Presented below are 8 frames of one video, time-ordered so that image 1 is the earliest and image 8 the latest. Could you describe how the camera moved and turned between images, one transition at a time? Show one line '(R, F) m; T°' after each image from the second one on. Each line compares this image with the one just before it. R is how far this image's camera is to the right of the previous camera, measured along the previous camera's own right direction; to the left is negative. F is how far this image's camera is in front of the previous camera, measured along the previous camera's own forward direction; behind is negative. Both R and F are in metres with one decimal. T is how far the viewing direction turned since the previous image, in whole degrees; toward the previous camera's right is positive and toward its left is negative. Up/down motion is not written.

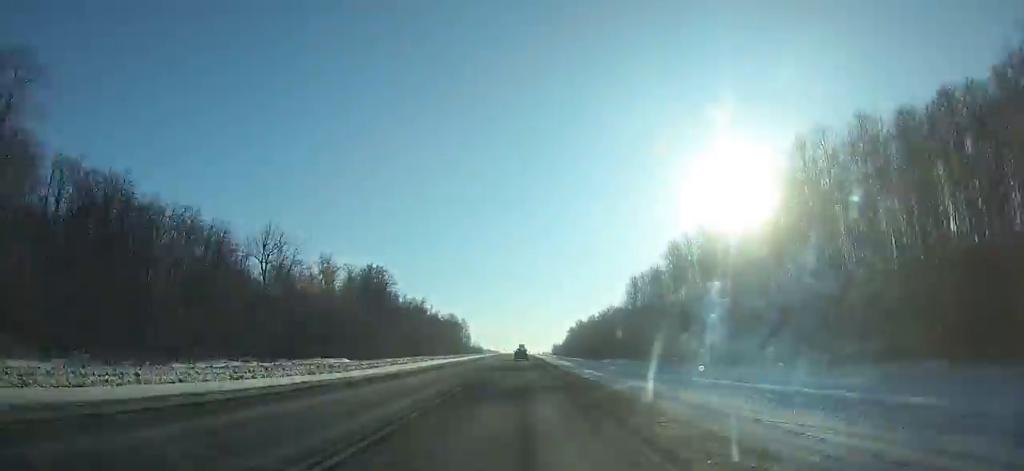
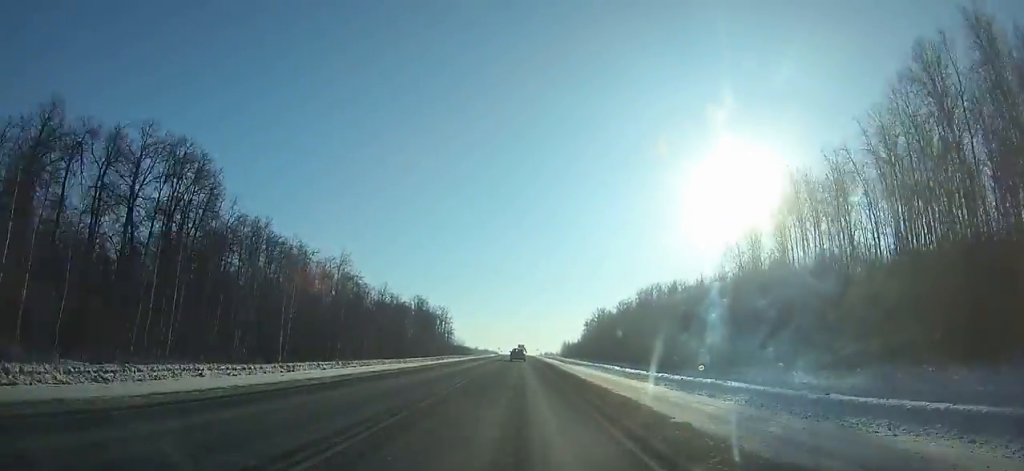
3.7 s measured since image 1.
(-0.1, +88.6) m; 0°
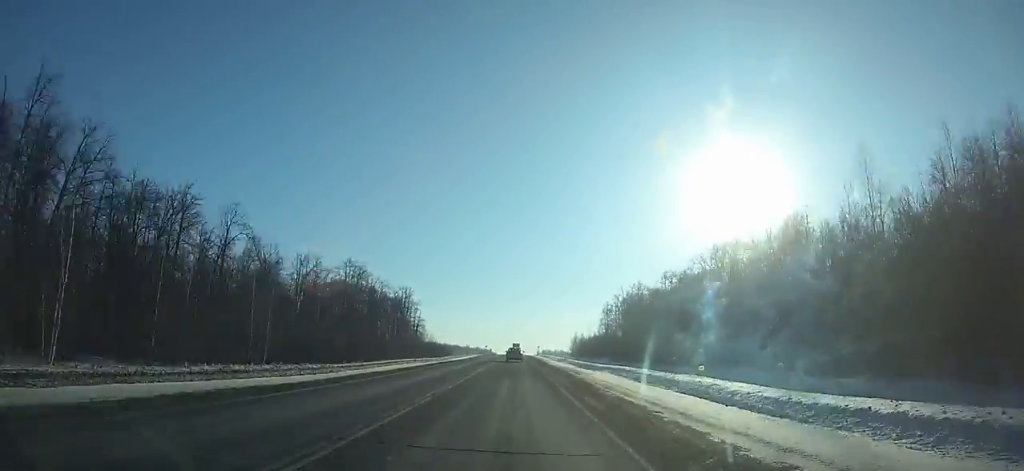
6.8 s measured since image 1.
(+0.2, +73.8) m; 0°
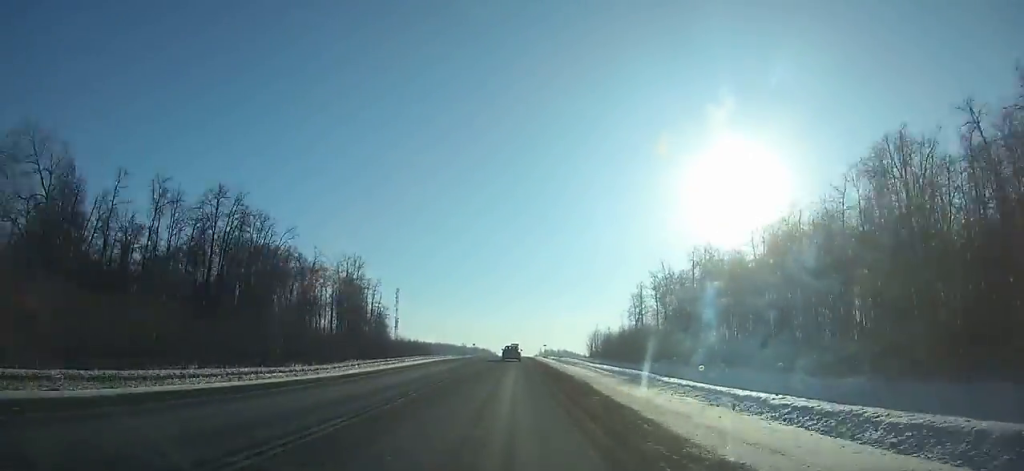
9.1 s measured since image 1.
(-0.1, +54.4) m; 0°
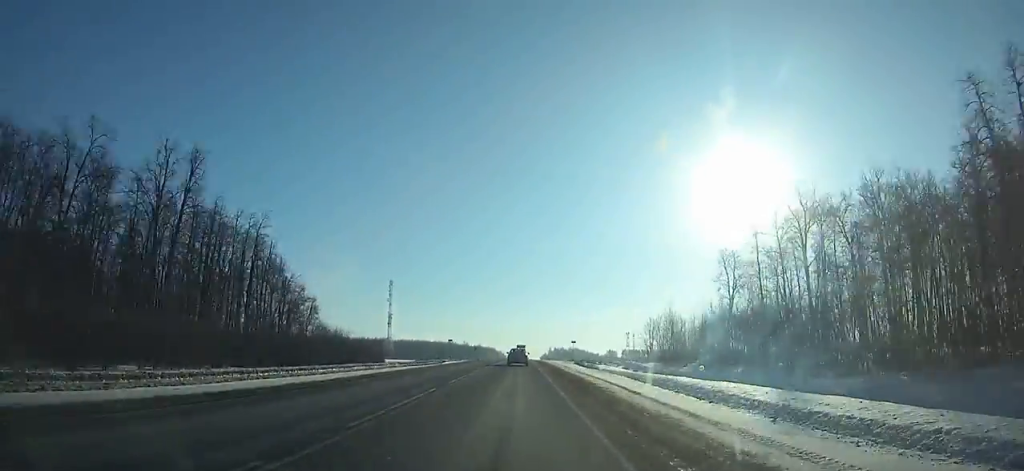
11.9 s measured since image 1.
(-0.2, +65.5) m; 0°
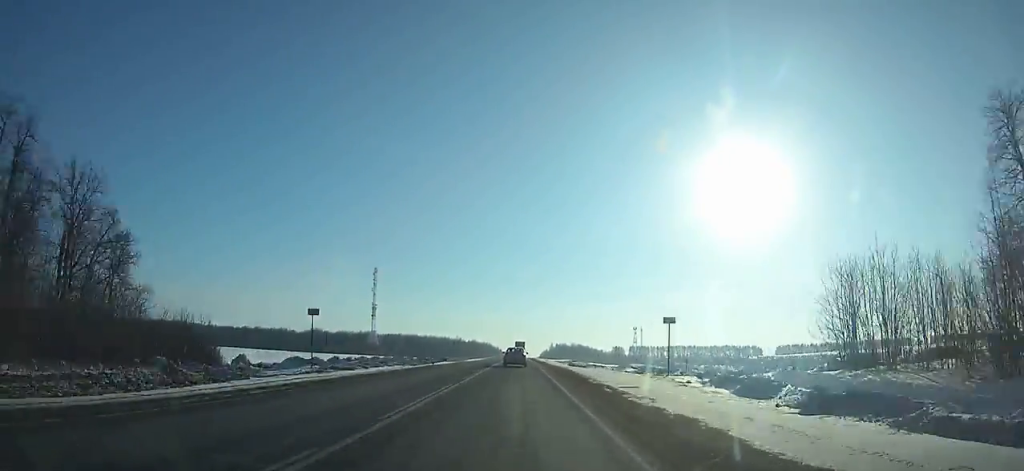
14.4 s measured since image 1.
(0.0, +57.5) m; 0°
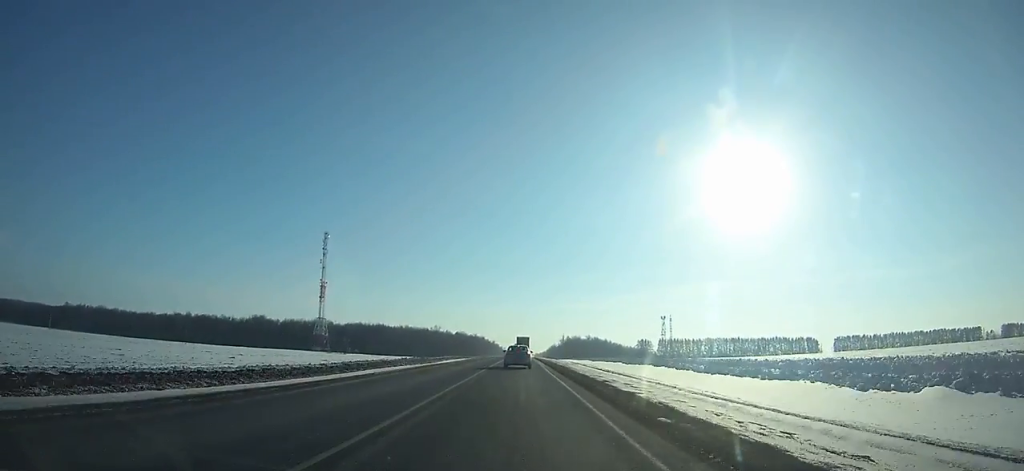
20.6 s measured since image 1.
(+0.1, +137.0) m; 0°
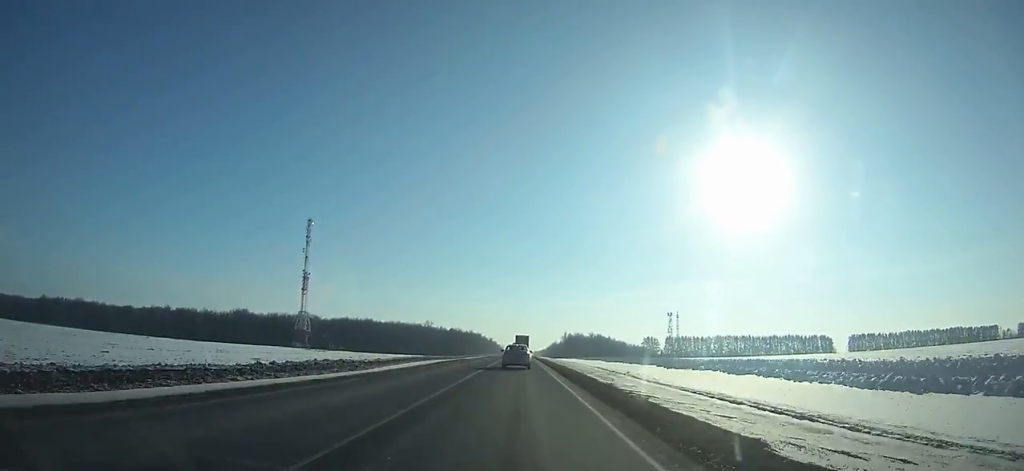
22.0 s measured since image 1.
(0.0, +29.9) m; 0°
